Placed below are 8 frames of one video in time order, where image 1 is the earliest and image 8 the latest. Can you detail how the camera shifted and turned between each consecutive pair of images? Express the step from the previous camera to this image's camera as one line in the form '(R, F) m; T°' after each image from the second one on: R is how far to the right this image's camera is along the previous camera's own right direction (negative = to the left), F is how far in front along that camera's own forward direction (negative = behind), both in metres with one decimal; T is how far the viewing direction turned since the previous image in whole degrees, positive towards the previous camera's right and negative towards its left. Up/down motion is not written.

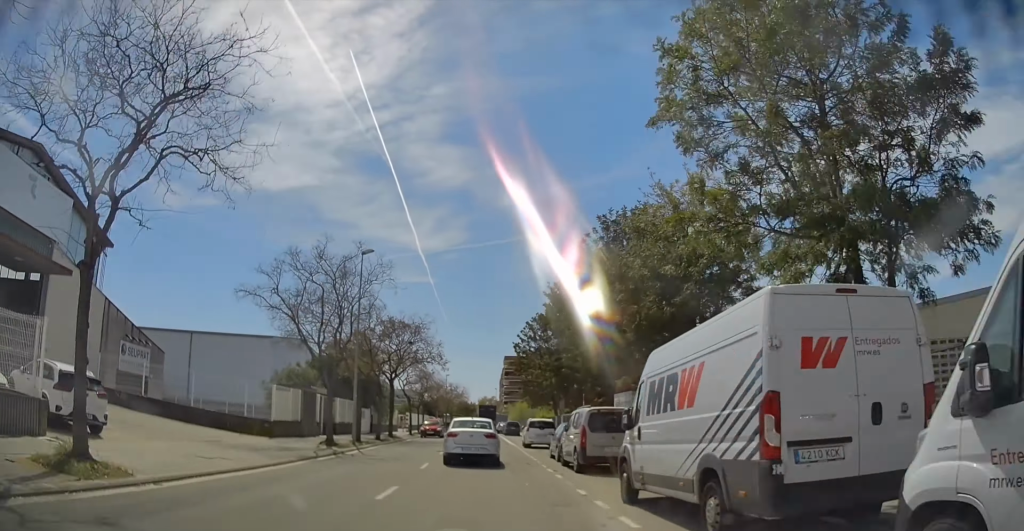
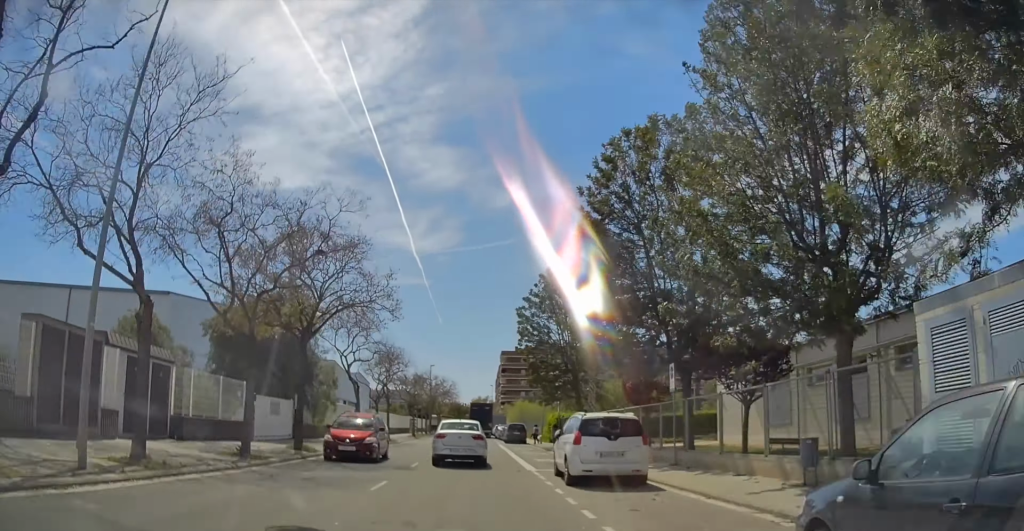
(+0.1, +19.7) m; 0°
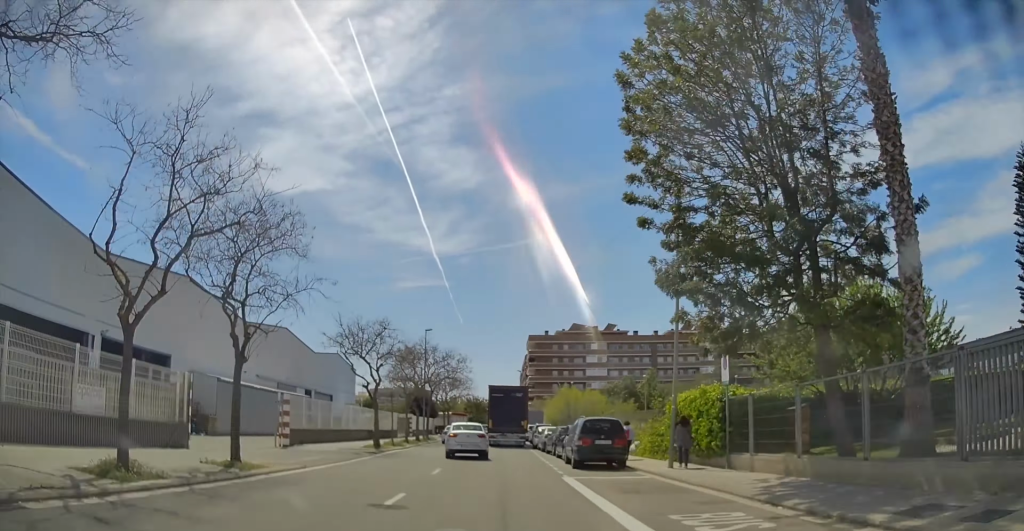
(-0.5, +30.6) m; +1°
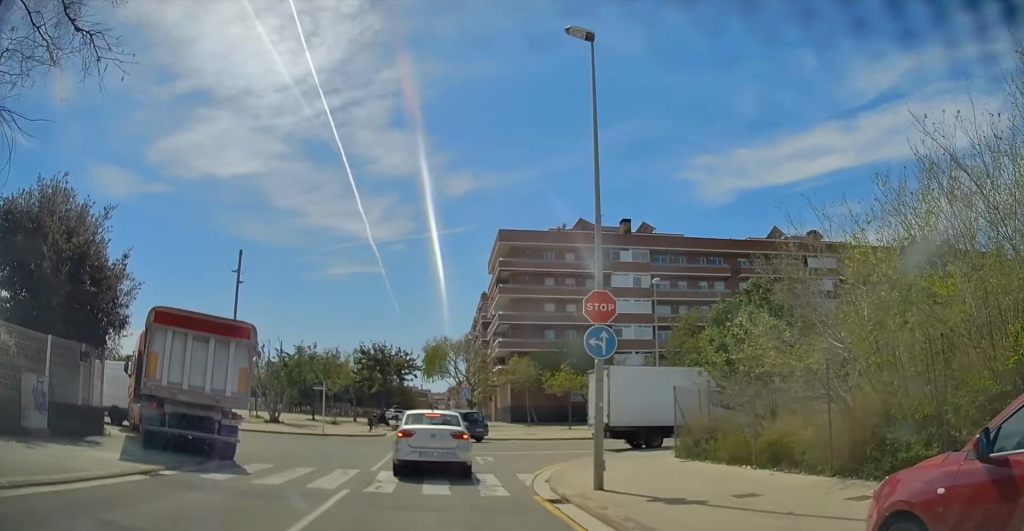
(+1.4, +63.7) m; 0°
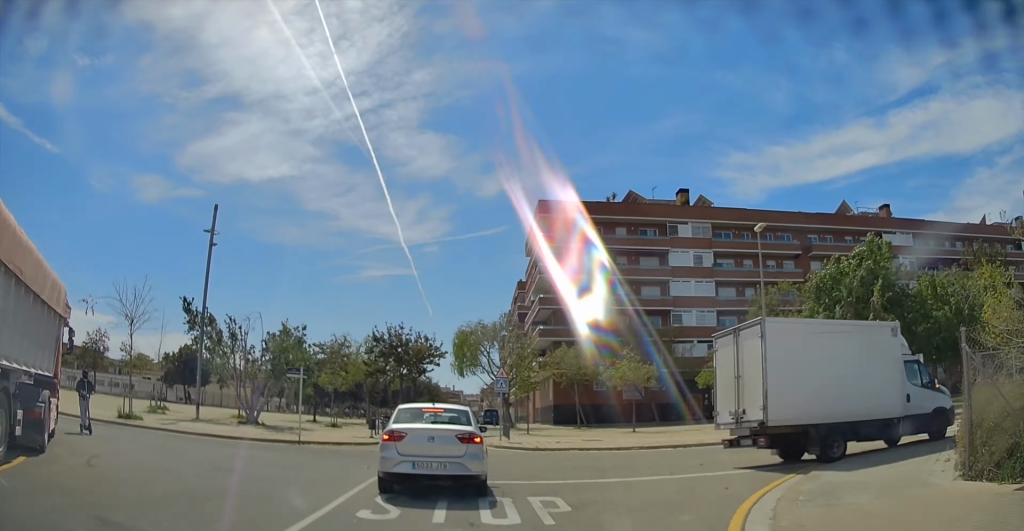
(-0.3, +18.8) m; -1°
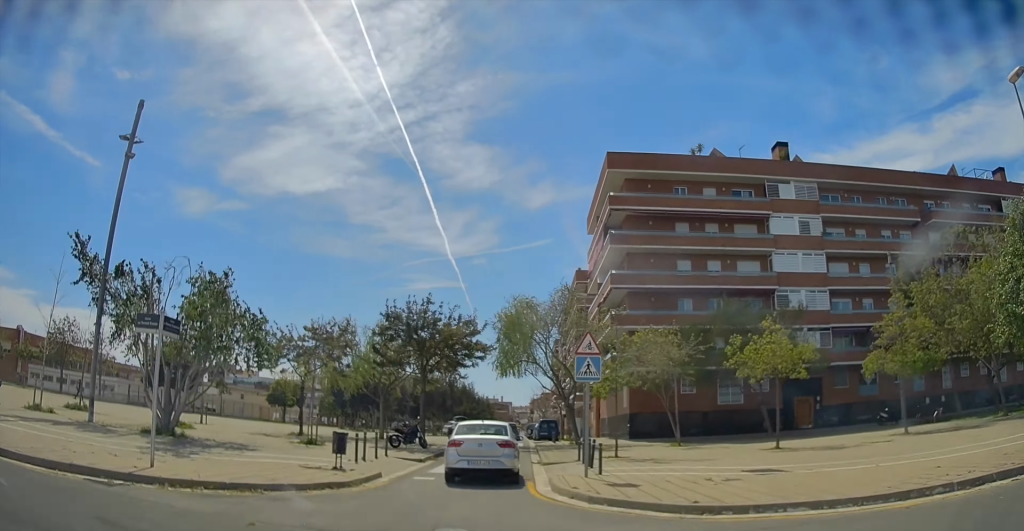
(-0.2, +24.7) m; +1°
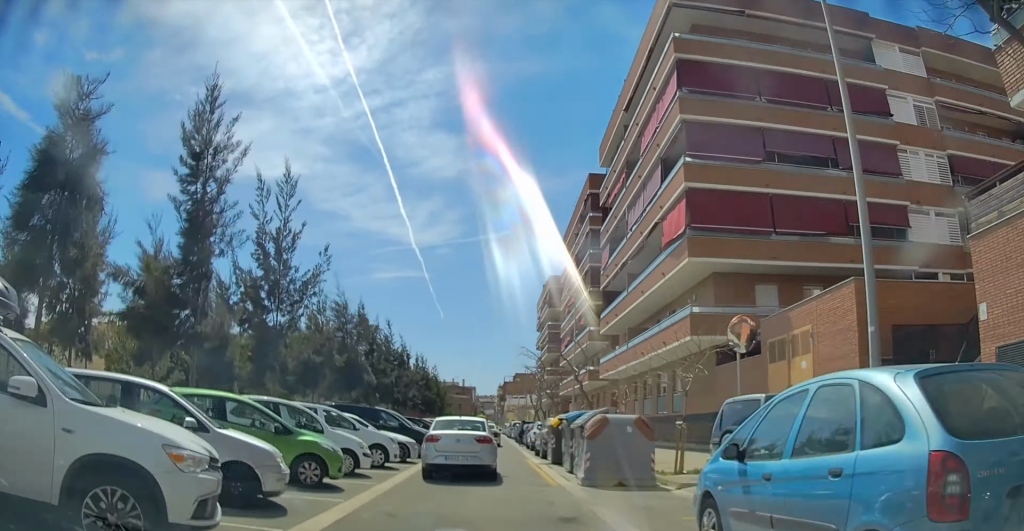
(+1.6, +56.5) m; +3°
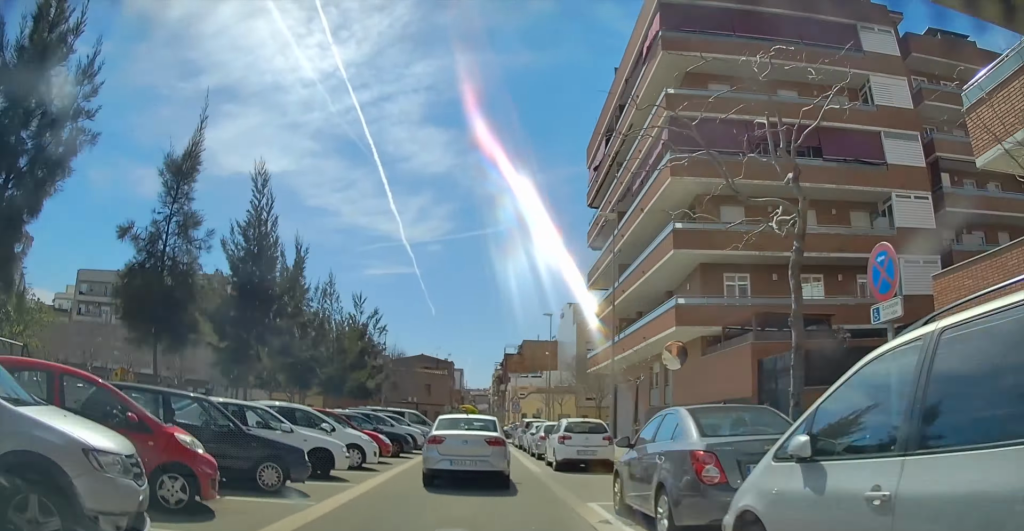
(-0.5, +49.3) m; -2°
